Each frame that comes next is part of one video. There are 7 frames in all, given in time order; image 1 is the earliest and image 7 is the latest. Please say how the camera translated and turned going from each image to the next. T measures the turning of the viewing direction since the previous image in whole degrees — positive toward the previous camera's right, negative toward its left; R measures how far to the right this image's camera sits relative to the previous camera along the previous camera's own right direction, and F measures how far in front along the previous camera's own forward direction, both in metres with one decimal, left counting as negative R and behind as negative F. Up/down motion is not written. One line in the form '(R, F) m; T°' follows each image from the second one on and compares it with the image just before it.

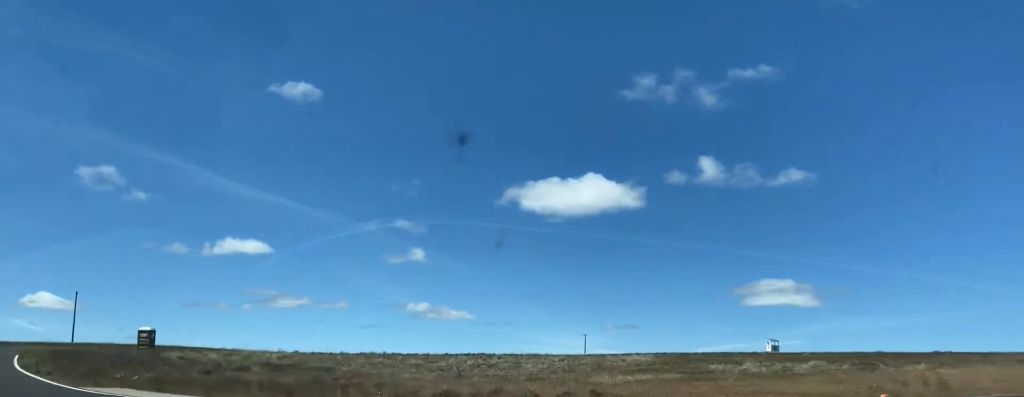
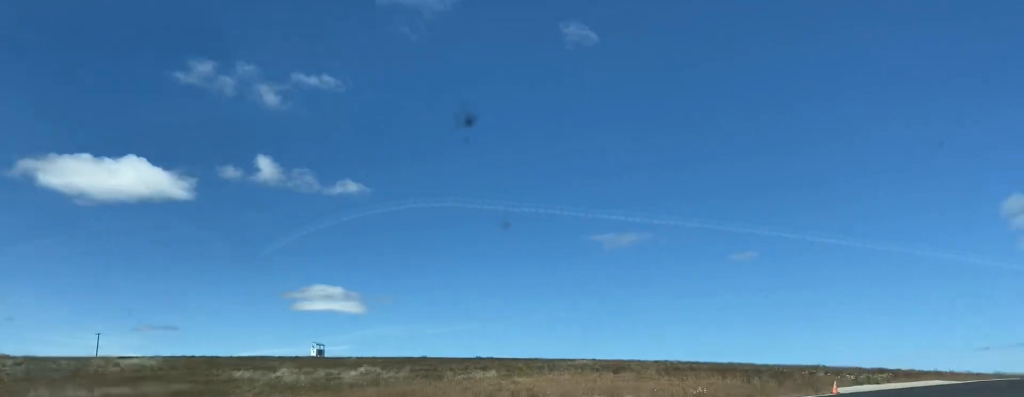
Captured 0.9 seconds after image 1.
(+3.6, +13.7) m; +29°
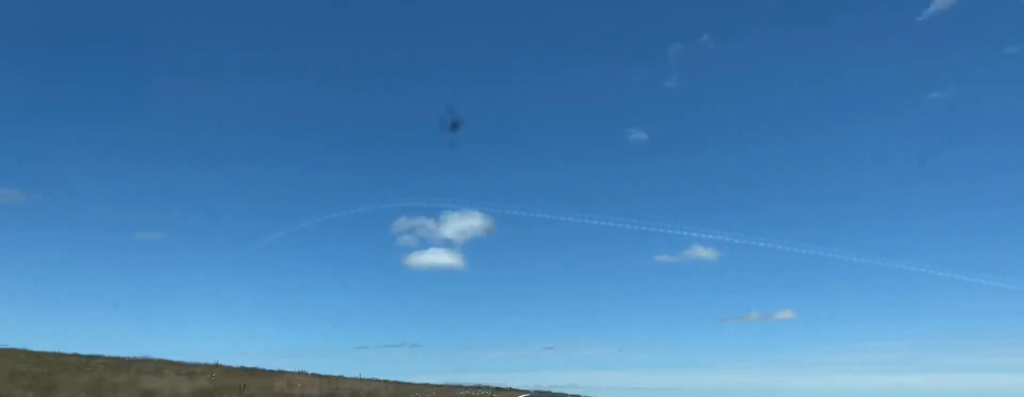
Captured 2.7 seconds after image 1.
(+16.1, +31.8) m; +43°
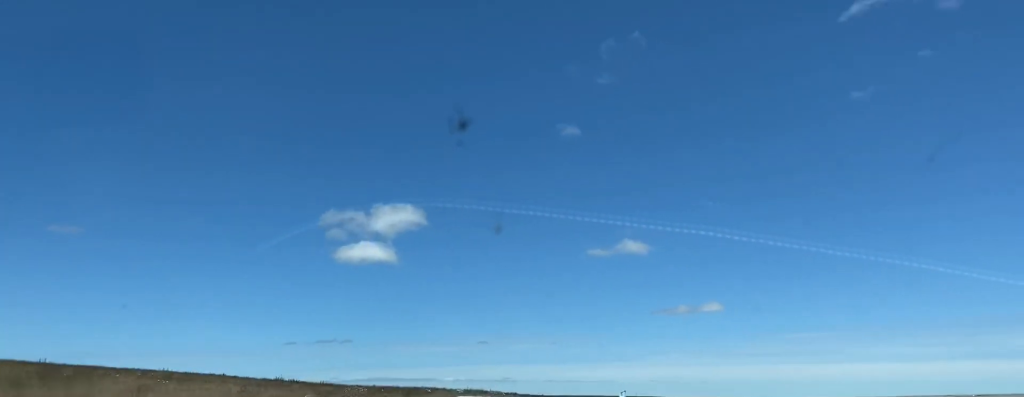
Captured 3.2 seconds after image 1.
(+0.7, +10.3) m; +5°
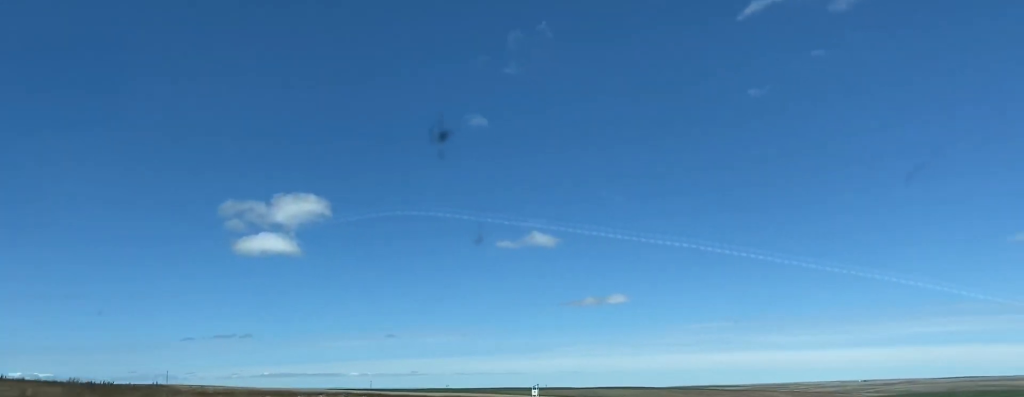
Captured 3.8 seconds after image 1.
(+1.2, +17.3) m; +6°
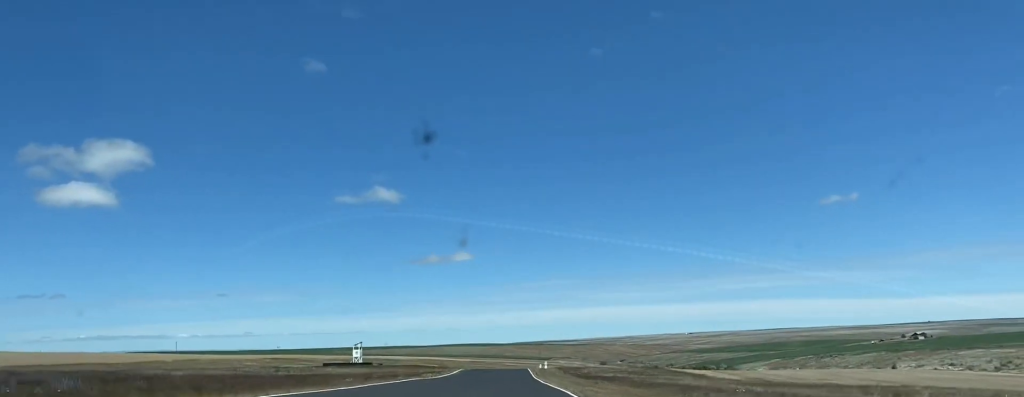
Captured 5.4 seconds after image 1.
(+4.1, +48.8) m; +9°
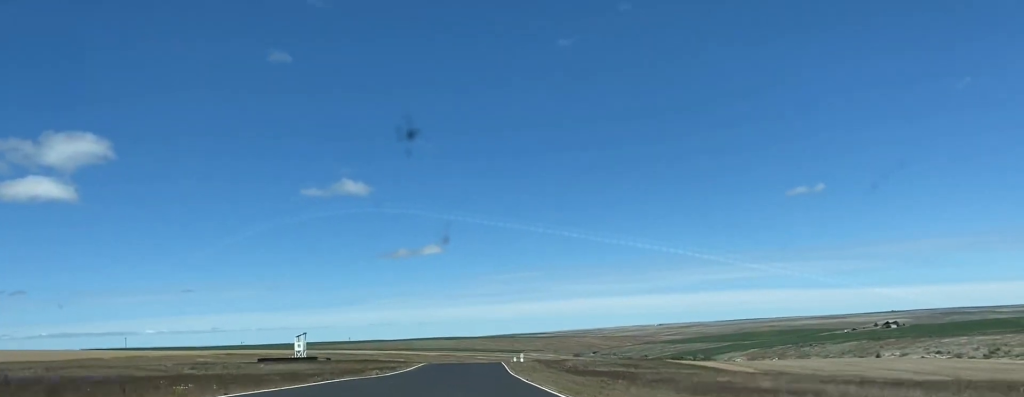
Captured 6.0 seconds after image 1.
(+0.7, +21.3) m; +2°
